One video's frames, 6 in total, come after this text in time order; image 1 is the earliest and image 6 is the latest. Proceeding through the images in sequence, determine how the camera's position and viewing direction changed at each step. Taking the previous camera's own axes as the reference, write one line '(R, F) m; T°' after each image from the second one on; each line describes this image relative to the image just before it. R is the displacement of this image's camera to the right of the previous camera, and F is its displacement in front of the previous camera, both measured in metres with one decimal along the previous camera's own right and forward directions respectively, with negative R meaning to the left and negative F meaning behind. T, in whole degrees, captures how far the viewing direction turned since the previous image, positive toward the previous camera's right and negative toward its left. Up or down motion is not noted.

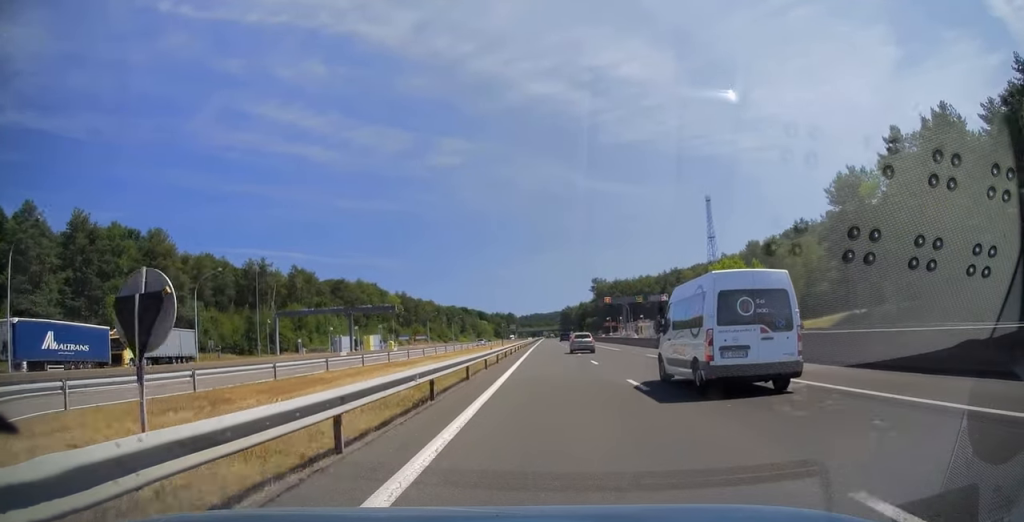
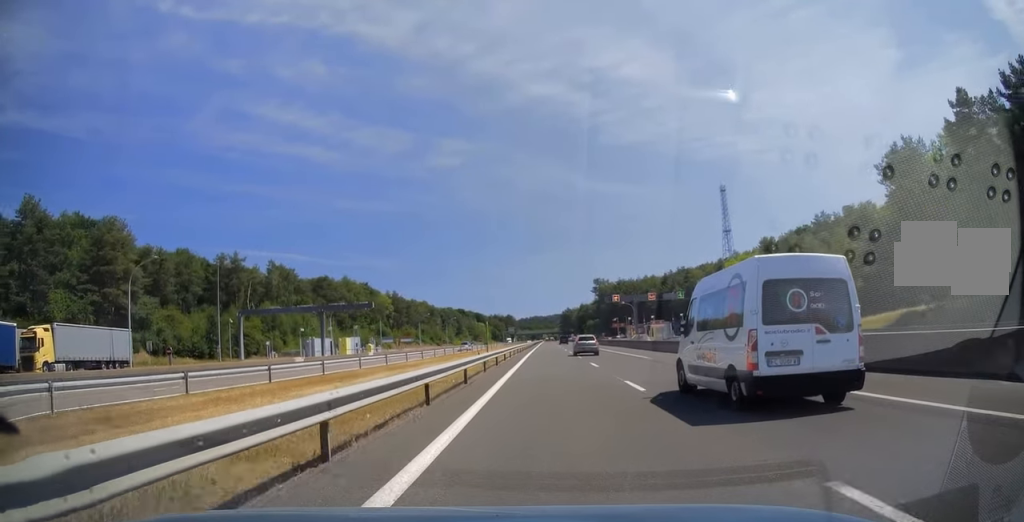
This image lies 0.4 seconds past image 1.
(0.0, +12.5) m; 0°
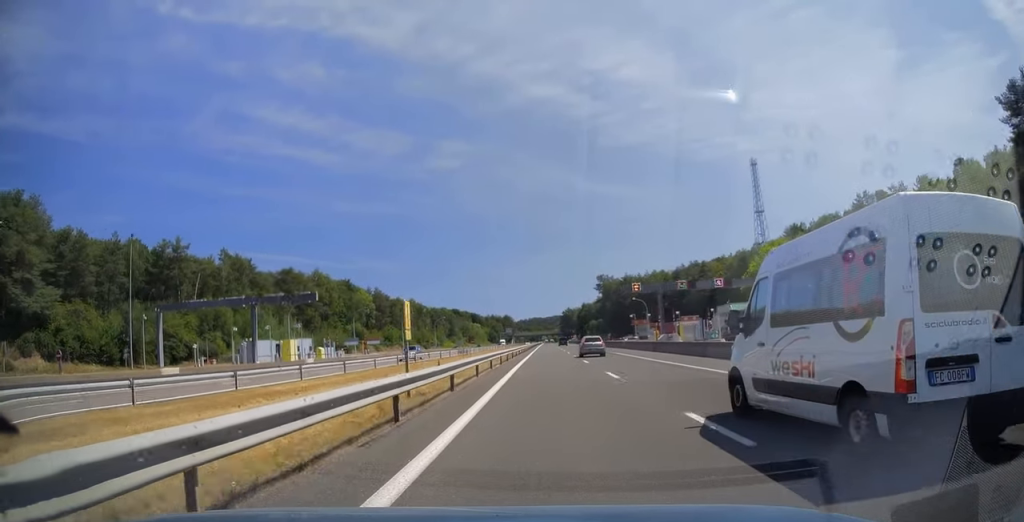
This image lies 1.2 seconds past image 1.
(0.0, +20.8) m; -1°
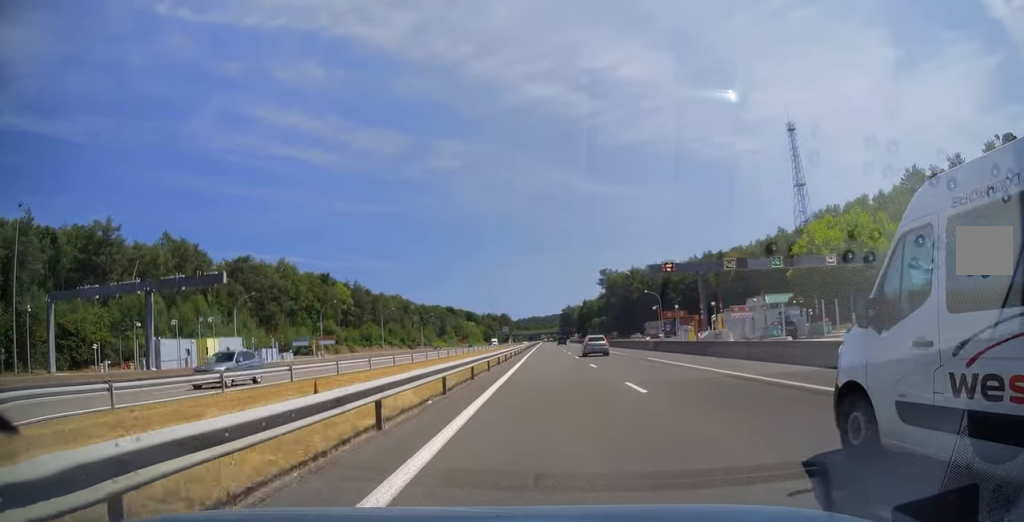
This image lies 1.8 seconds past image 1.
(-0.2, +19.0) m; 0°
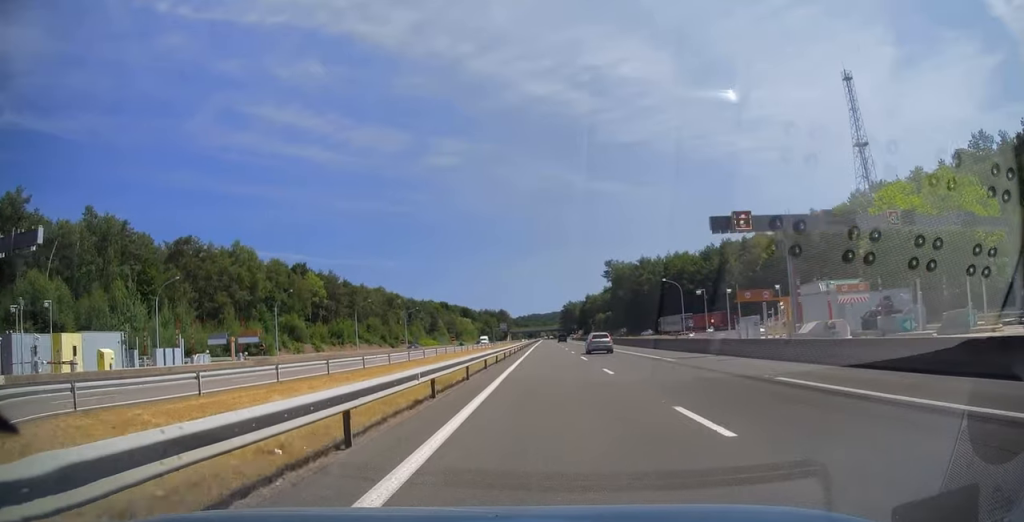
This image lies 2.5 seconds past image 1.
(-0.1, +19.5) m; 0°
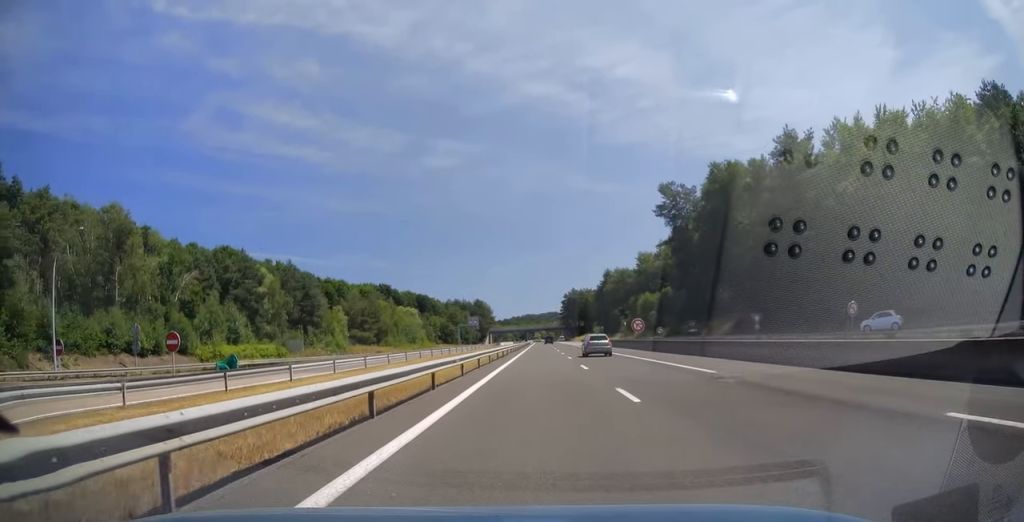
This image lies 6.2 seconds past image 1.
(+1.5, +111.8) m; +1°
